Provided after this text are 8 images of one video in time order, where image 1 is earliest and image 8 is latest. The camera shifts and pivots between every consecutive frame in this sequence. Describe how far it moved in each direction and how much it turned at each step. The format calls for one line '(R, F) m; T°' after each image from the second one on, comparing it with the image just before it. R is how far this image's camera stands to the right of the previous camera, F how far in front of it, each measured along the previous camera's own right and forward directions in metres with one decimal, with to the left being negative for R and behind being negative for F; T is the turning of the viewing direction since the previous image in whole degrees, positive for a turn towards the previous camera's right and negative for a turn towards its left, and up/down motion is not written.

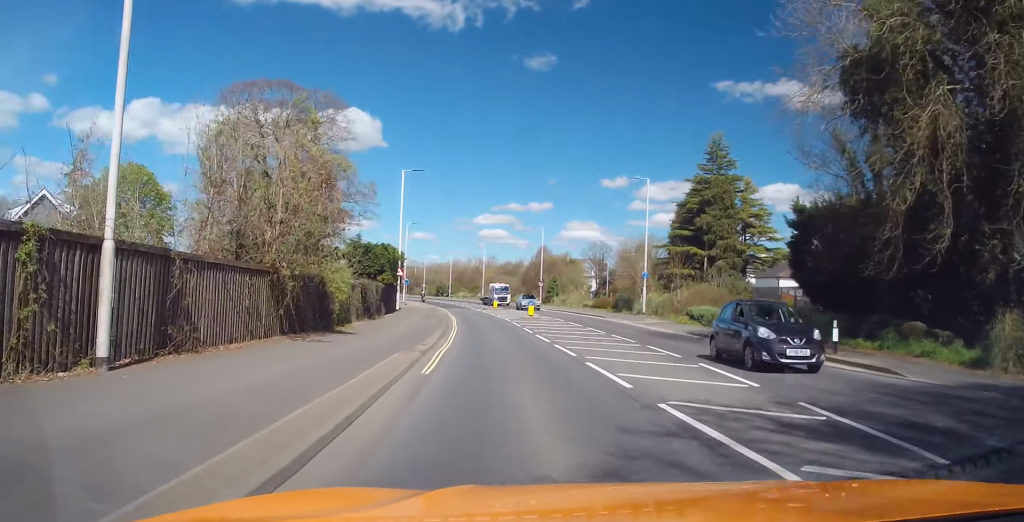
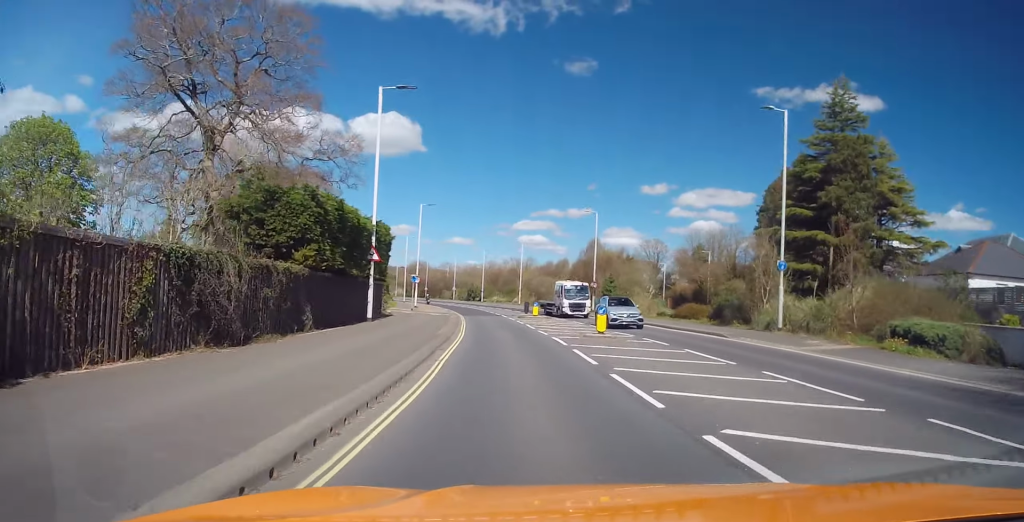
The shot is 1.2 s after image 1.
(-0.2, +18.7) m; -3°
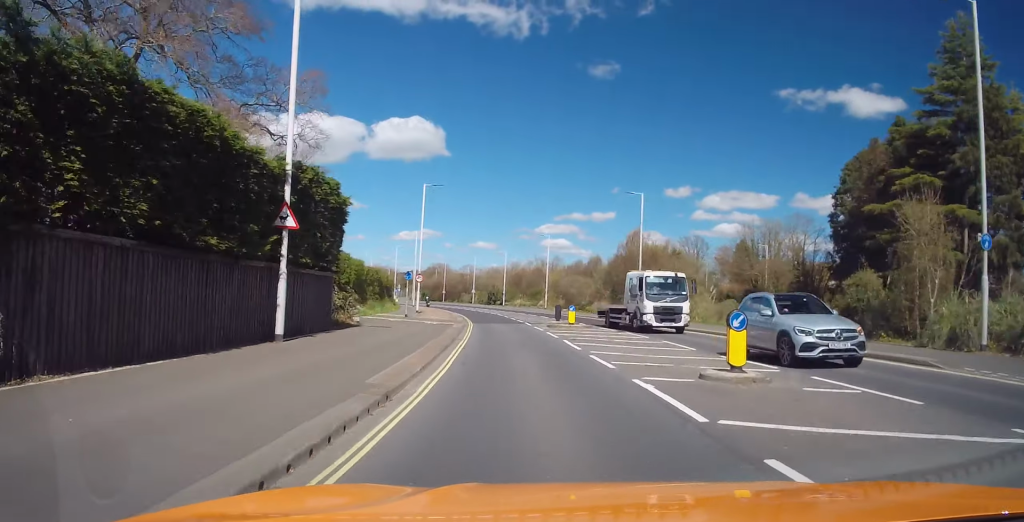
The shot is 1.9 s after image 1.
(-0.4, +12.3) m; -2°
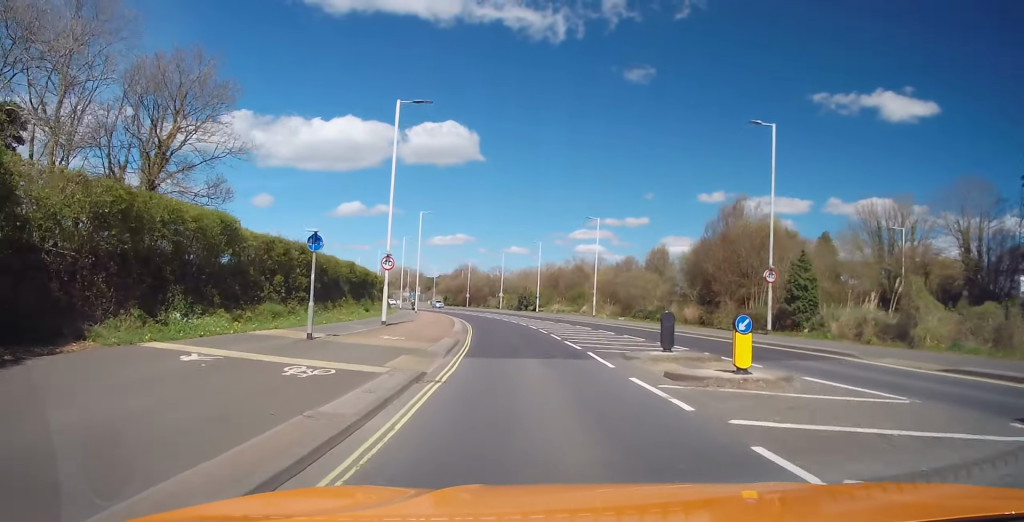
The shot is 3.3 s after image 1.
(-0.3, +22.1) m; -3°
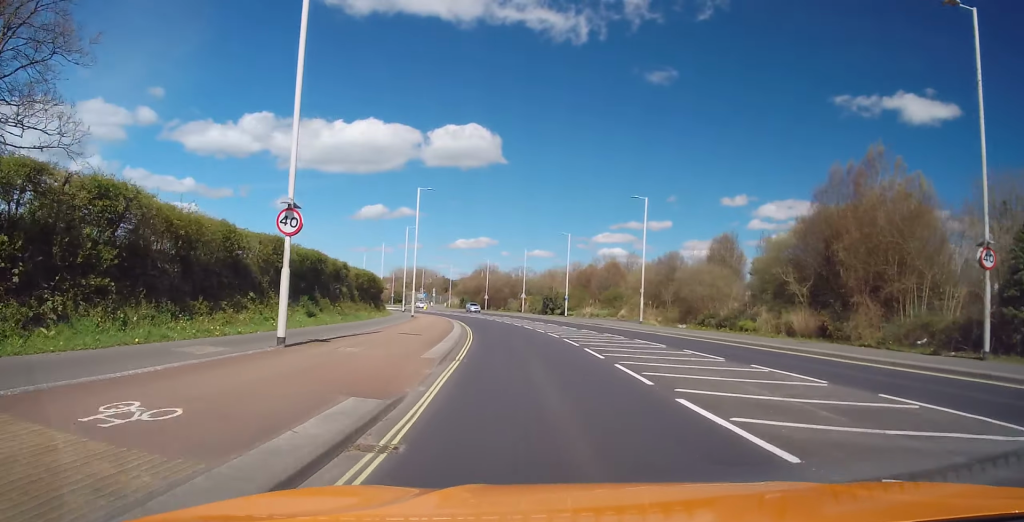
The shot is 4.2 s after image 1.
(-0.5, +14.4) m; -2°
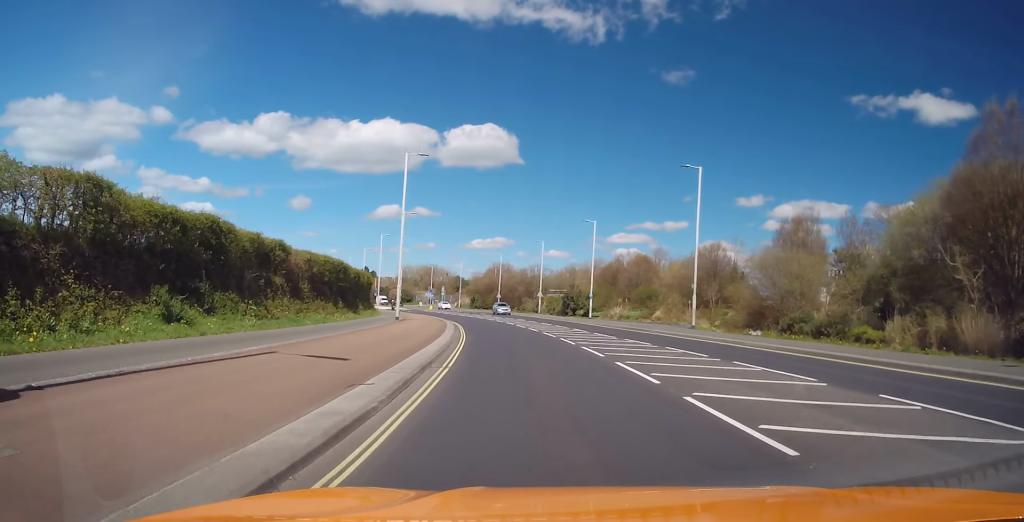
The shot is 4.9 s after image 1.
(-0.1, +11.5) m; -1°
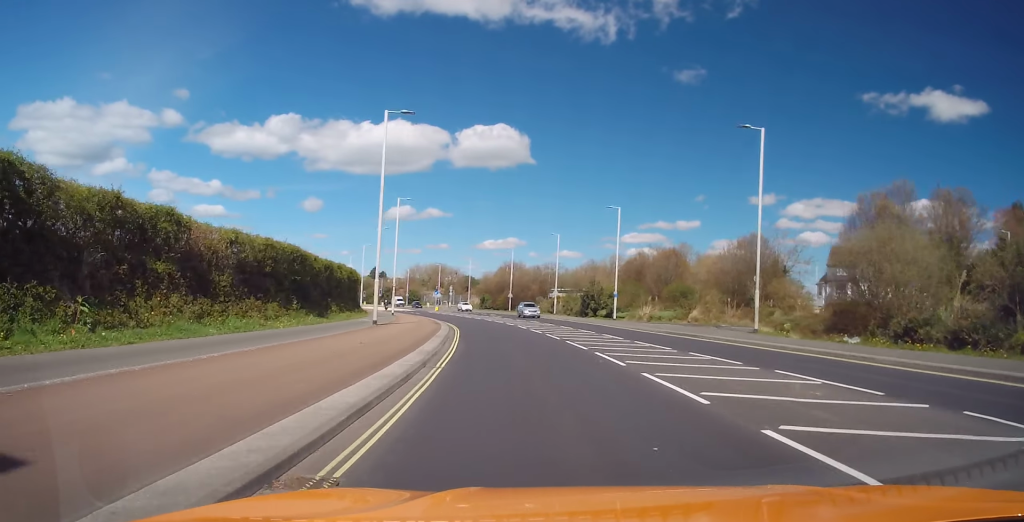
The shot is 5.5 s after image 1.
(0.0, +8.8) m; -1°
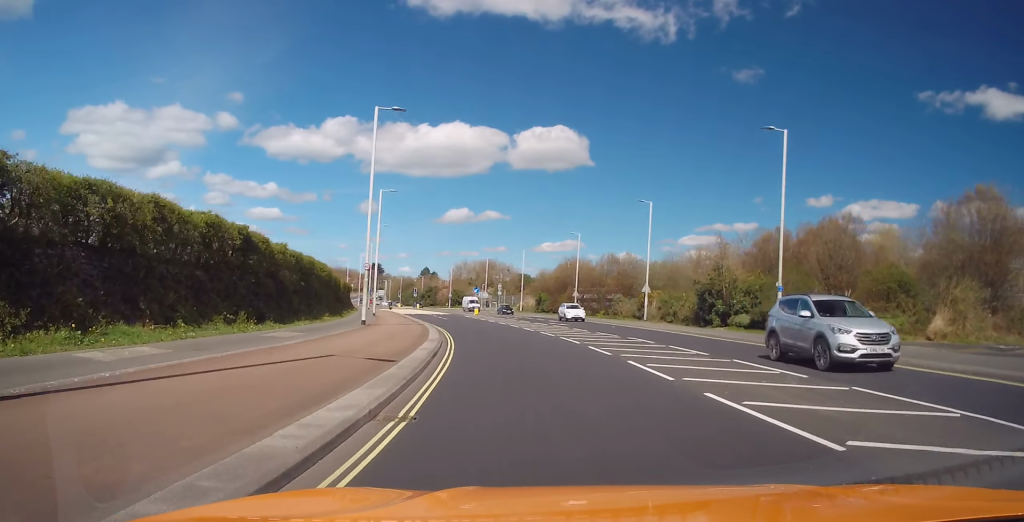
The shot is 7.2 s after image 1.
(-1.3, +26.3) m; -7°
